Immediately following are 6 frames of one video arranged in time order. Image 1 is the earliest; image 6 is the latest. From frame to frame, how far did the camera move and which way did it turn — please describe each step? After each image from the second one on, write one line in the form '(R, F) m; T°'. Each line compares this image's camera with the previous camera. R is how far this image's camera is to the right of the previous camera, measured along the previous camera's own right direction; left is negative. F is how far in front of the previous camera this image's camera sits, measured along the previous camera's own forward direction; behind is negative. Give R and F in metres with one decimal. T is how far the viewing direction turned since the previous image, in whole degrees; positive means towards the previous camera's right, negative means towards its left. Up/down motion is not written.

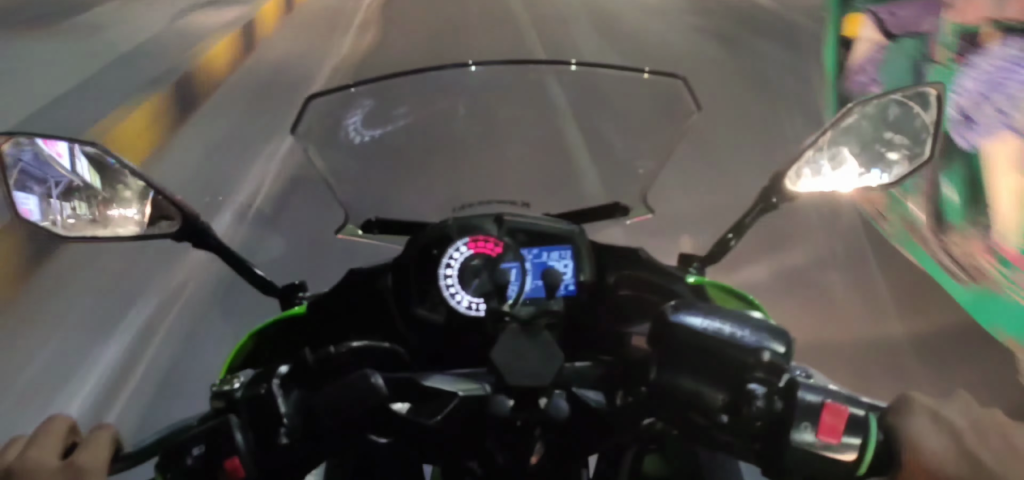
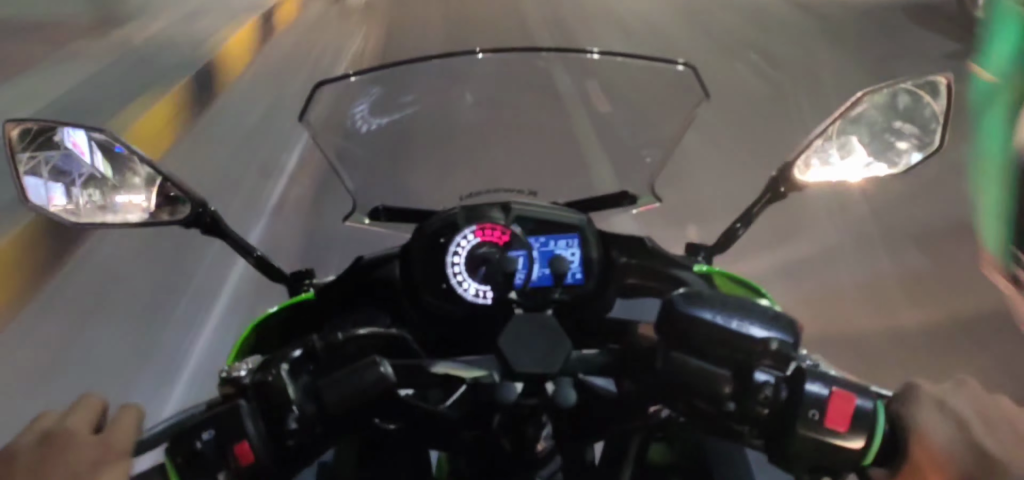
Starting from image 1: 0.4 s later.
(-0.1, +4.1) m; -1°
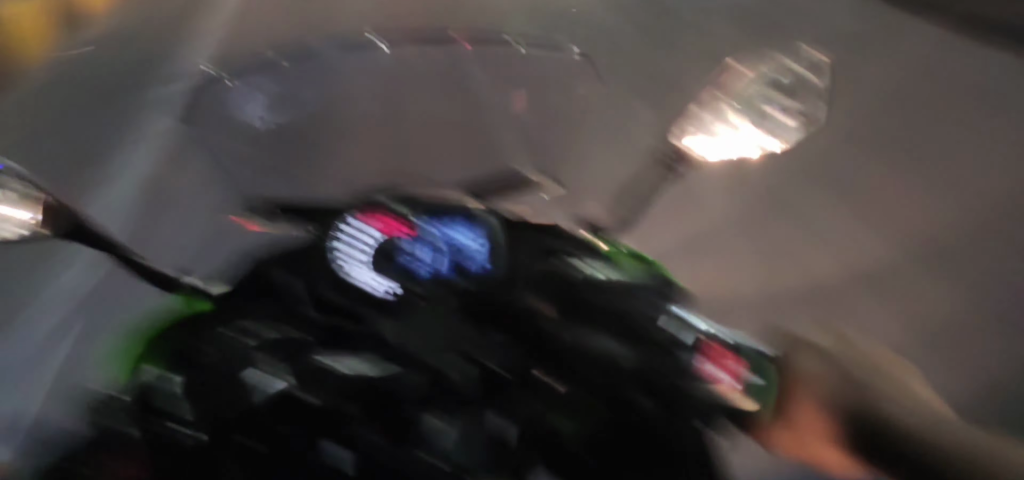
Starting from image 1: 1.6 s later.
(-0.2, +12.0) m; 0°
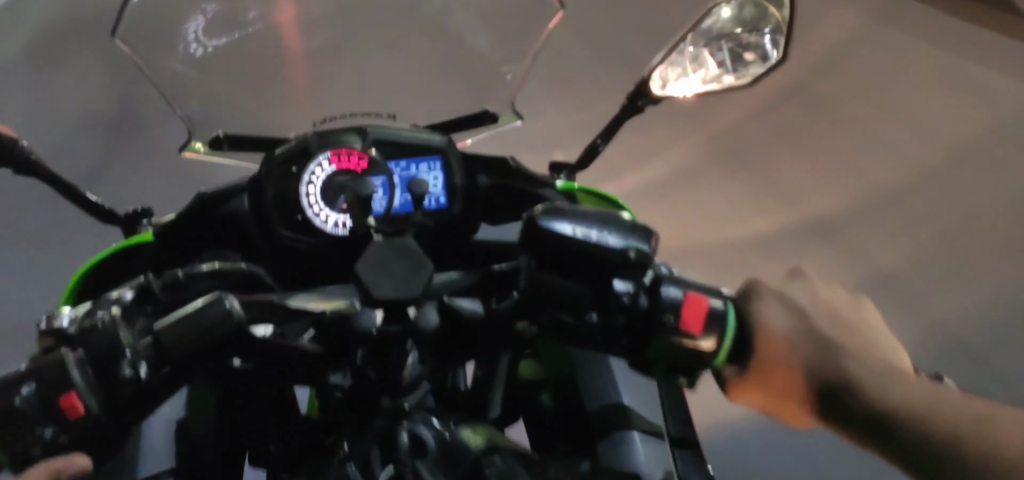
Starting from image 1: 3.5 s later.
(+0.7, +18.0) m; +2°
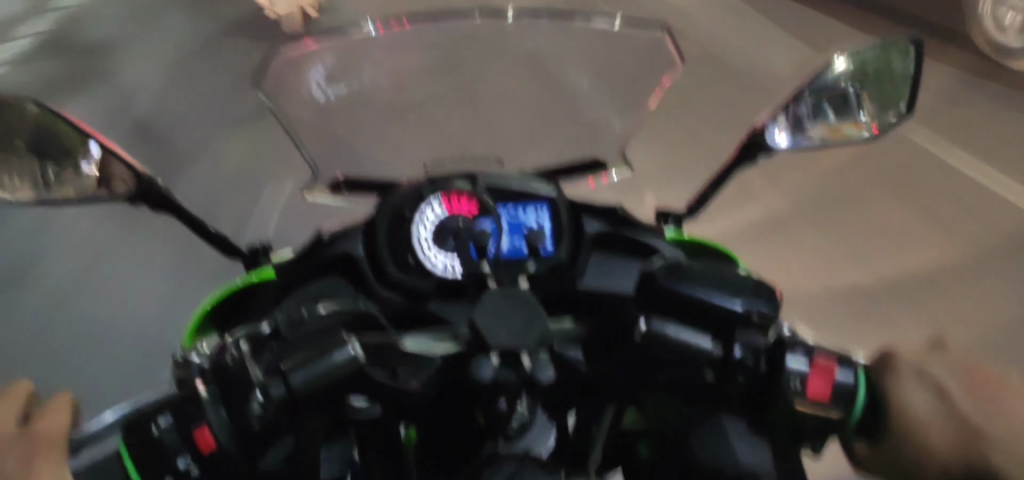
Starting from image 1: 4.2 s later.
(0.0, +6.5) m; -1°
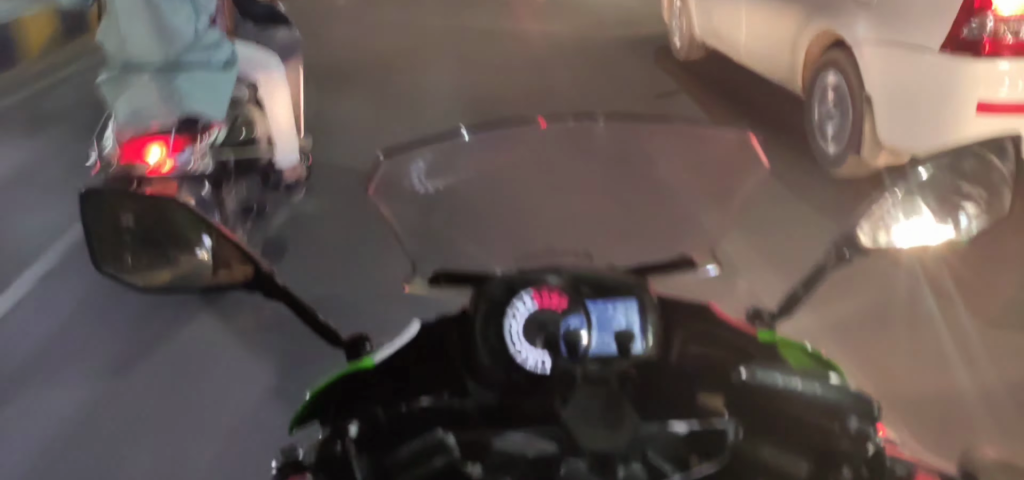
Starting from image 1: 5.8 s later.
(0.0, +14.8) m; +2°
